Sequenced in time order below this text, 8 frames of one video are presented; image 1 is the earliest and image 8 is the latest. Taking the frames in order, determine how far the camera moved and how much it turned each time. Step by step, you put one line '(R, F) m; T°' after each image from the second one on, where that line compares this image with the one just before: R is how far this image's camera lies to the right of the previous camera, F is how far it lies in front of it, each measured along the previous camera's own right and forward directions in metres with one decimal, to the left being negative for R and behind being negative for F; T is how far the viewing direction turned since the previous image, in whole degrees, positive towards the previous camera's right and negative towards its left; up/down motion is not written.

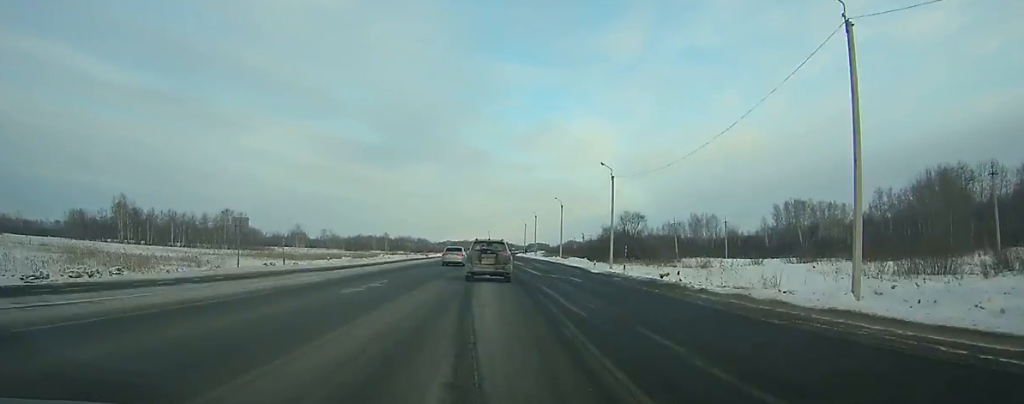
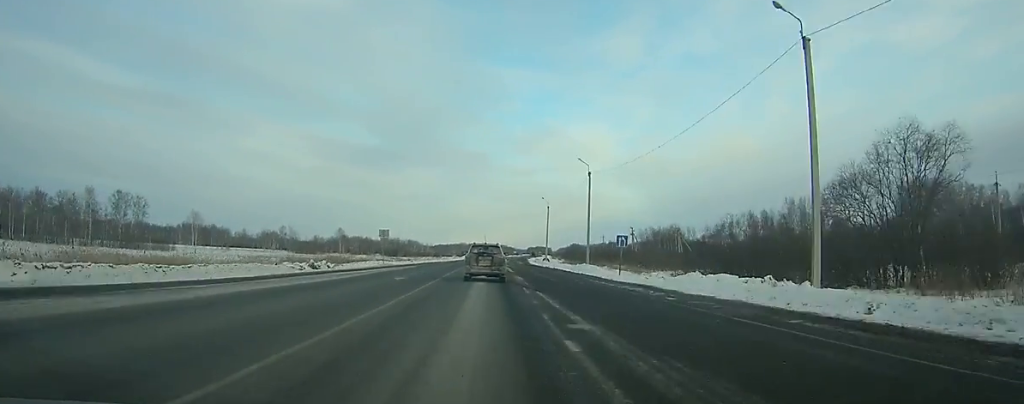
(-0.1, +80.1) m; 0°
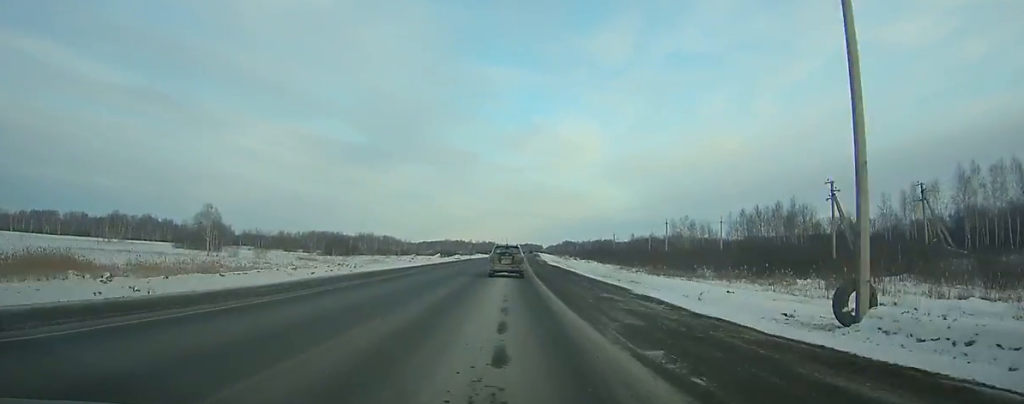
(+1.4, +87.3) m; +2°
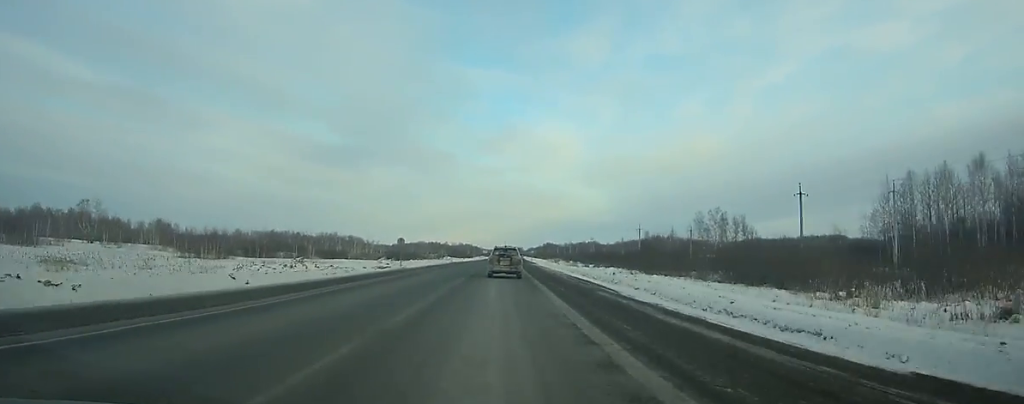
(+1.1, +62.7) m; +2°
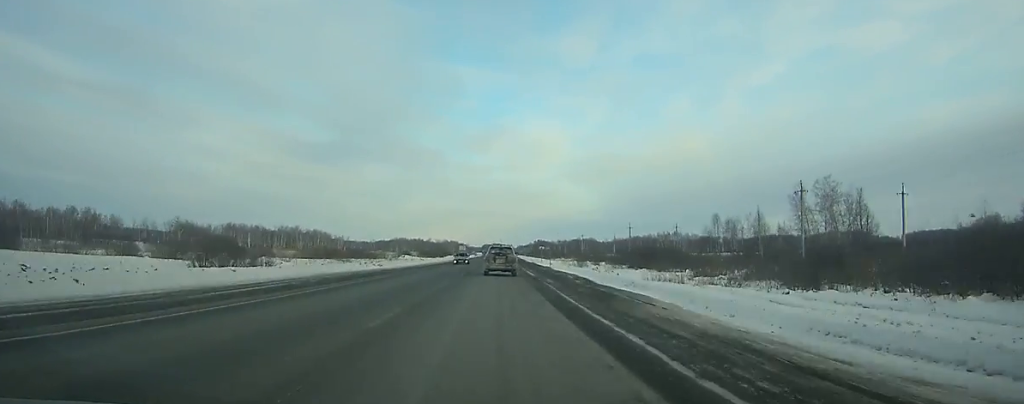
(+0.9, +79.6) m; +1°
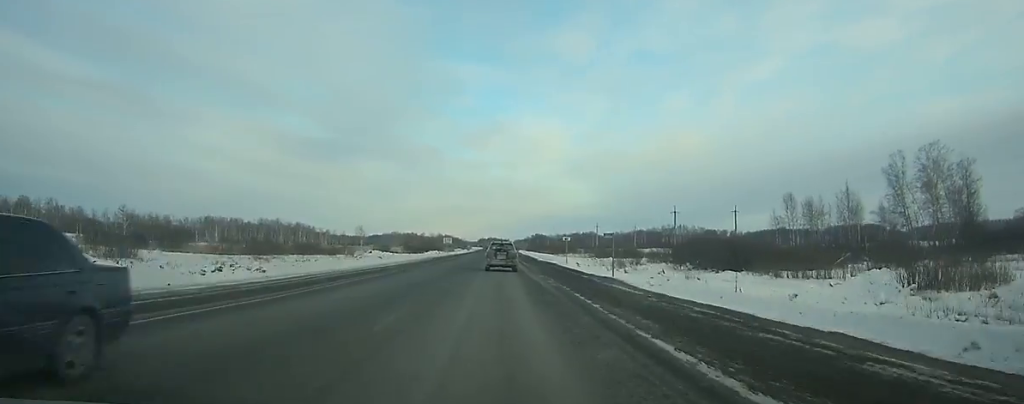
(0.0, +37.1) m; 0°
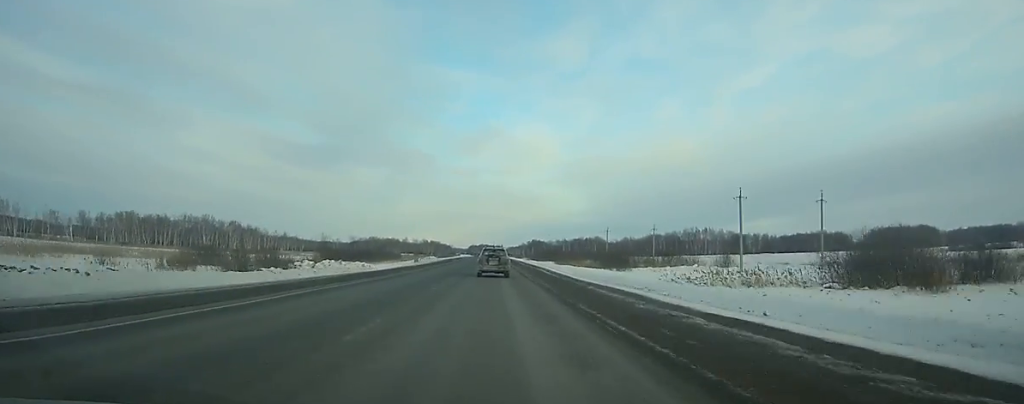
(+0.4, +108.7) m; 0°
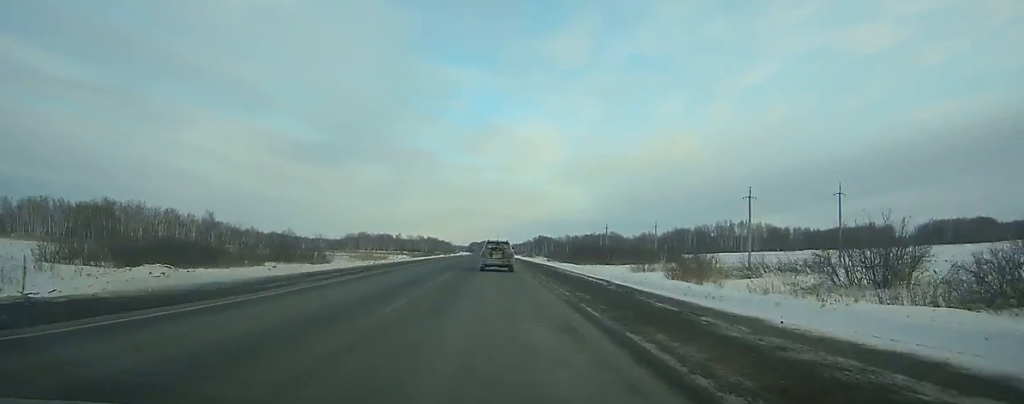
(-0.1, +79.6) m; 0°
